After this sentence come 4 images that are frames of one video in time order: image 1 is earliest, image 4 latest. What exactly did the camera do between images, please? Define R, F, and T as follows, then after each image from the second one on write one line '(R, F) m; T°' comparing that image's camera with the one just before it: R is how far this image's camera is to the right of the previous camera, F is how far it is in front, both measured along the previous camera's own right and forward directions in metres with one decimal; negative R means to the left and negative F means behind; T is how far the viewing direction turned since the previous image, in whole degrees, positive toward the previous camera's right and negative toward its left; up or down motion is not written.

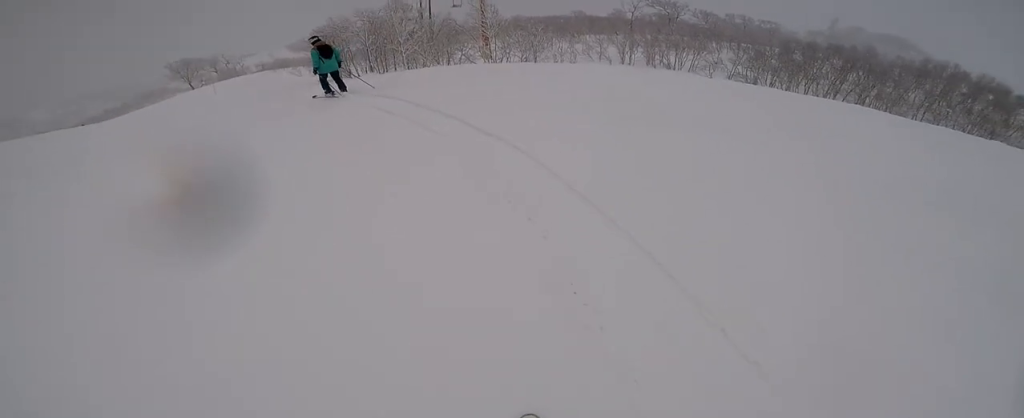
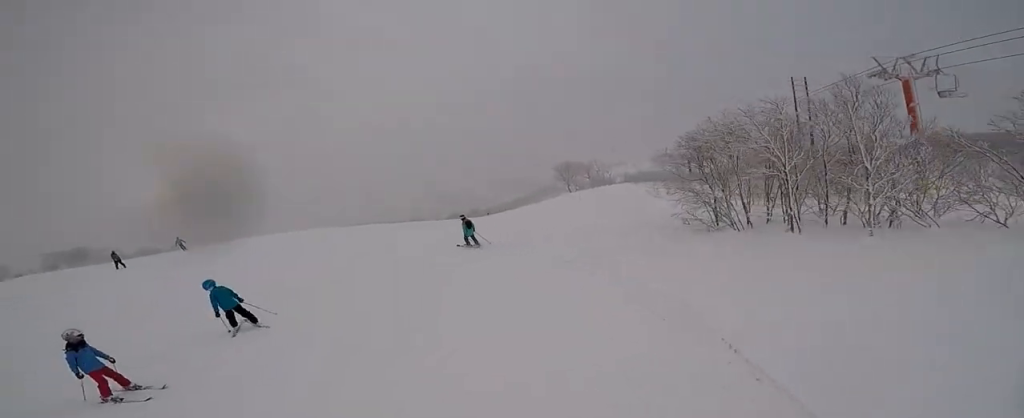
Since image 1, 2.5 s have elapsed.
(-5.3, +6.7) m; -54°
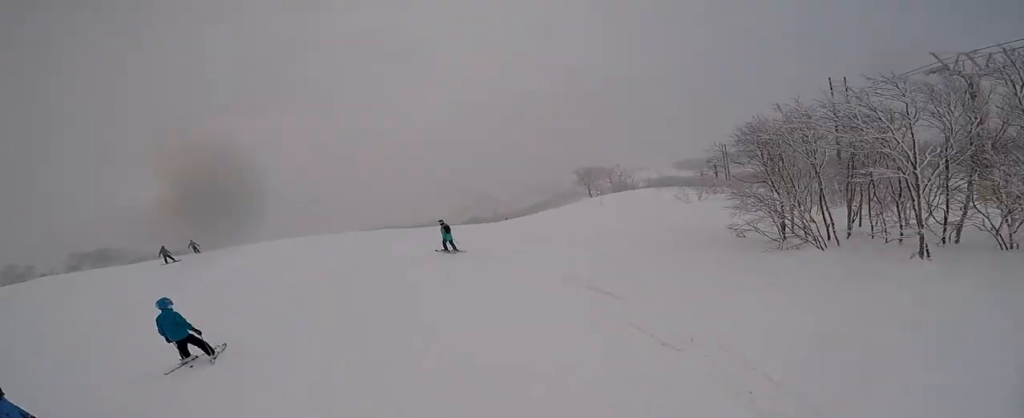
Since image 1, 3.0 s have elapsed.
(-0.1, +2.2) m; -2°
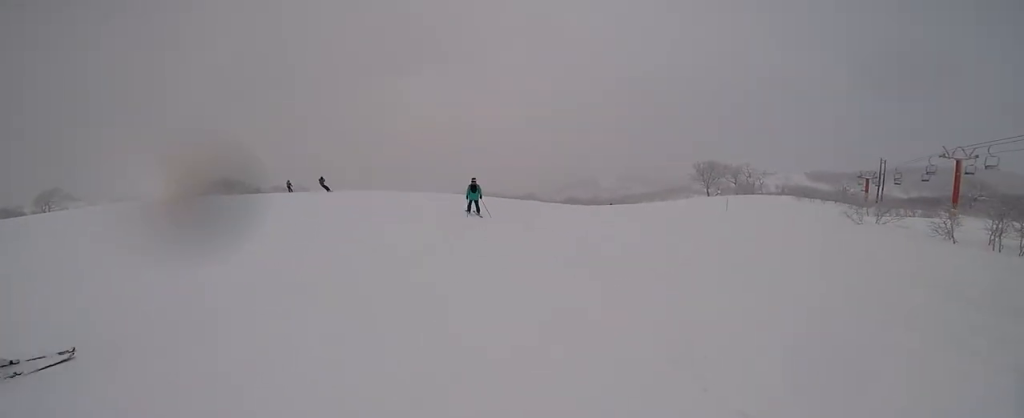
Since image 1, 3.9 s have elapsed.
(0.0, +4.8) m; 0°
